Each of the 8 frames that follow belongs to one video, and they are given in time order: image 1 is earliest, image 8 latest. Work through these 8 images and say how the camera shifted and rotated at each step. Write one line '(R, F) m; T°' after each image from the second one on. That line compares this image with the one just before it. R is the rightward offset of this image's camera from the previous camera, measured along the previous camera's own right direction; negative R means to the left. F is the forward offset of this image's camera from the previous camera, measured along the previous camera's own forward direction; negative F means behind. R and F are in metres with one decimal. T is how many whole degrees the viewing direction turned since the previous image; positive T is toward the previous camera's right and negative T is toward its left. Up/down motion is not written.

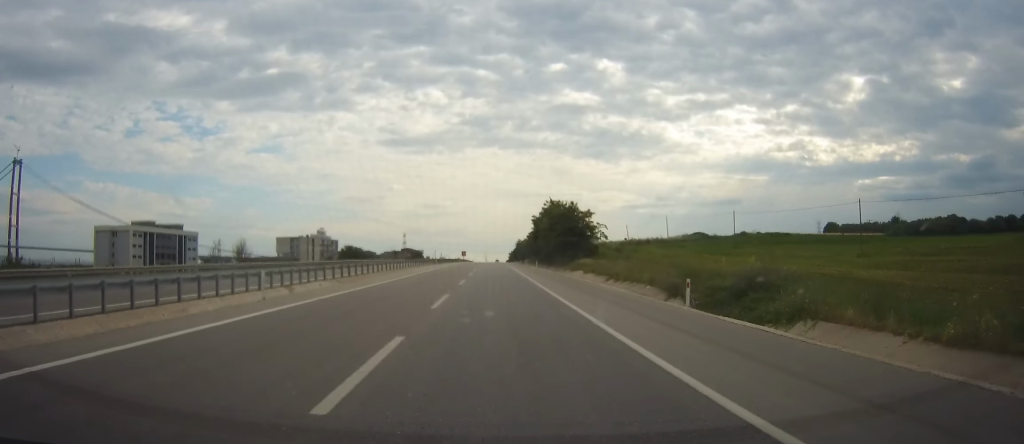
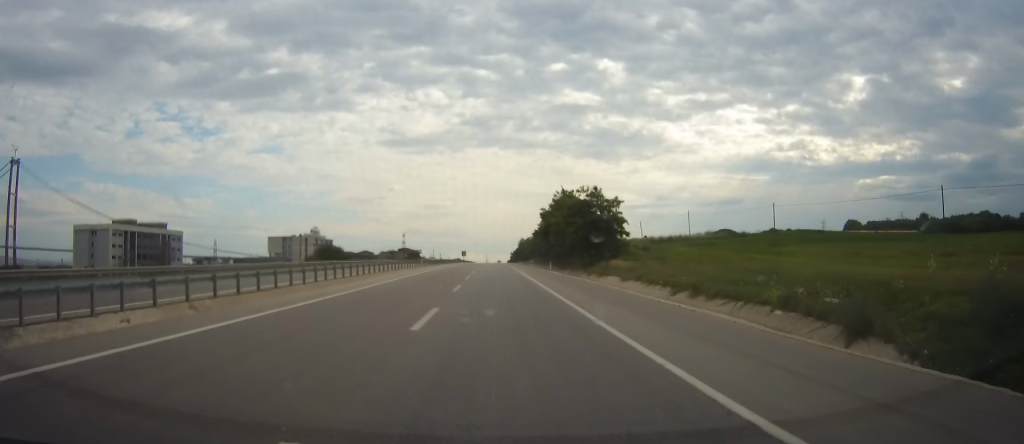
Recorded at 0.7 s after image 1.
(0.0, +18.9) m; 0°
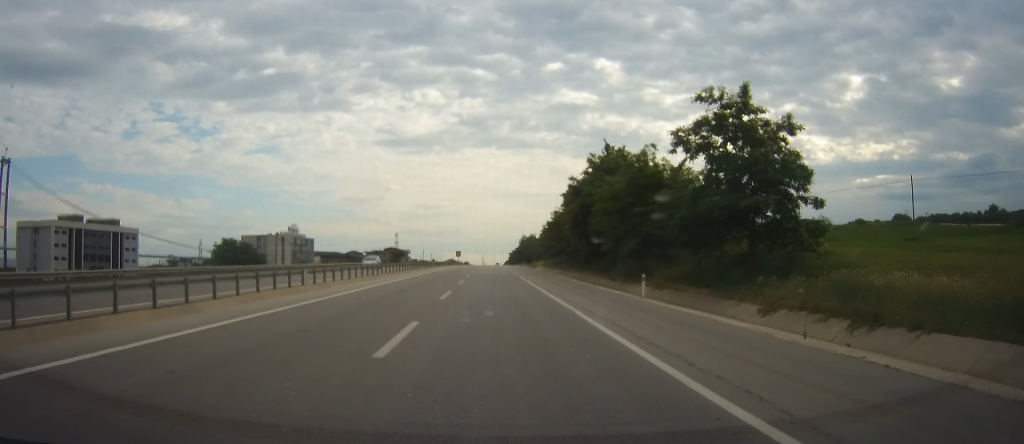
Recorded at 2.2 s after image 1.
(+0.3, +41.6) m; +1°
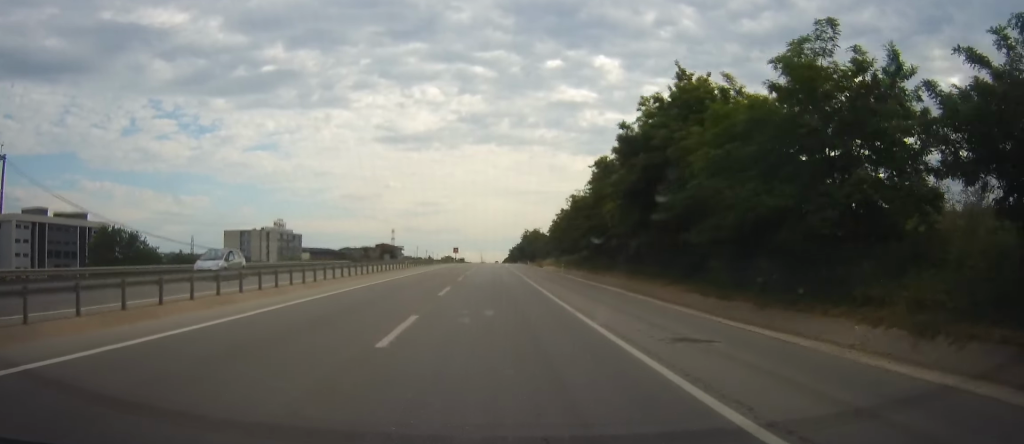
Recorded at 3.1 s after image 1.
(0.0, +24.6) m; 0°
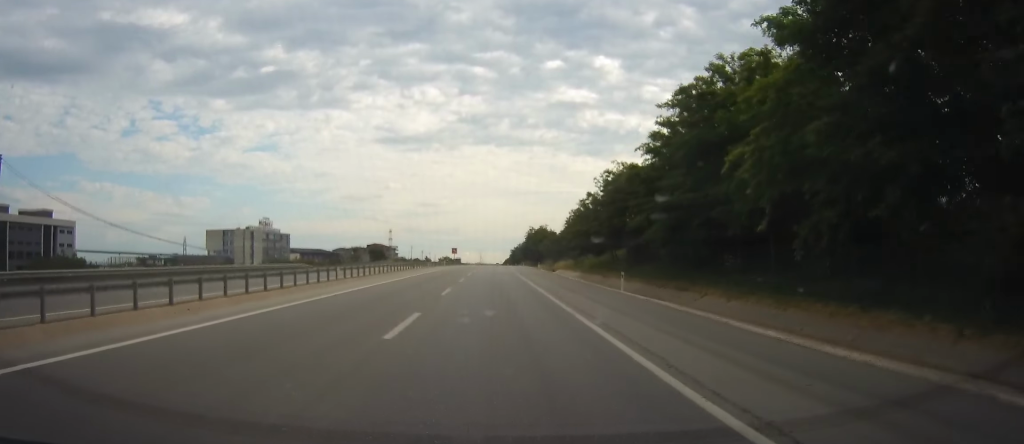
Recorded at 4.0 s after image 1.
(-0.2, +23.8) m; 0°
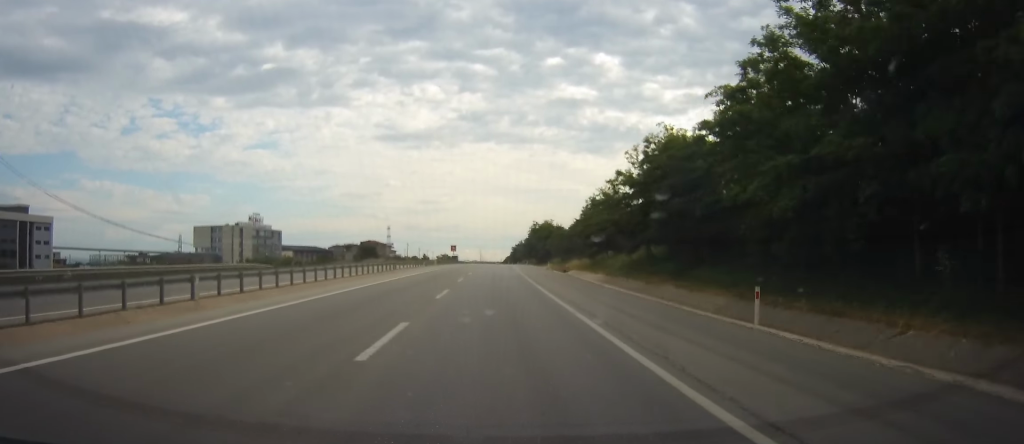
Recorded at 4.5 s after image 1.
(-0.1, +15.0) m; 0°
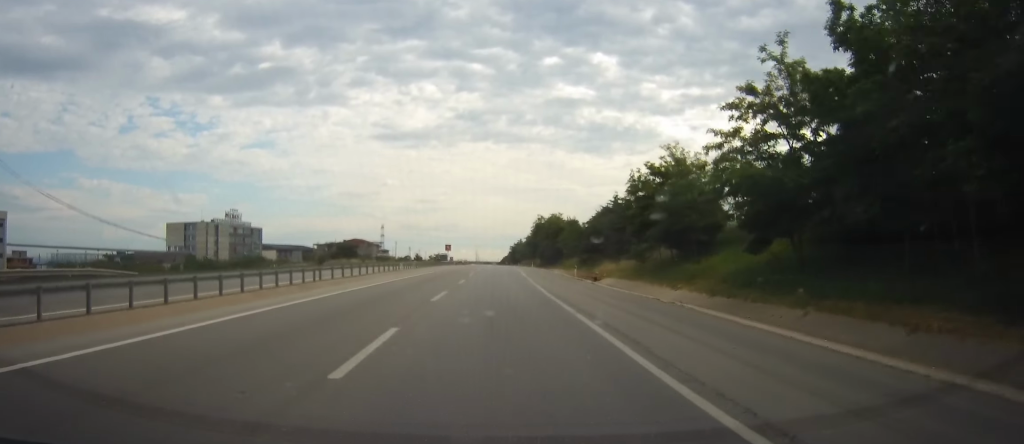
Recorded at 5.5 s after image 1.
(+0.3, +26.3) m; +1°
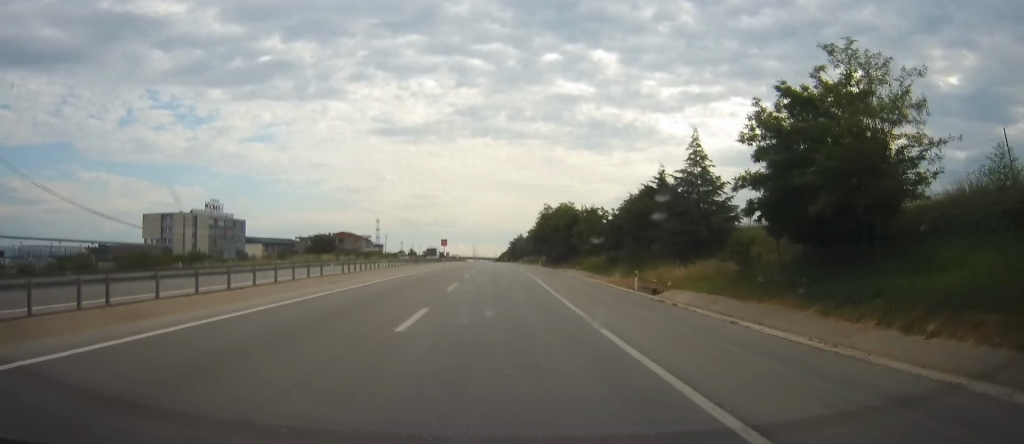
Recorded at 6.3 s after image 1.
(0.0, +21.3) m; 0°
